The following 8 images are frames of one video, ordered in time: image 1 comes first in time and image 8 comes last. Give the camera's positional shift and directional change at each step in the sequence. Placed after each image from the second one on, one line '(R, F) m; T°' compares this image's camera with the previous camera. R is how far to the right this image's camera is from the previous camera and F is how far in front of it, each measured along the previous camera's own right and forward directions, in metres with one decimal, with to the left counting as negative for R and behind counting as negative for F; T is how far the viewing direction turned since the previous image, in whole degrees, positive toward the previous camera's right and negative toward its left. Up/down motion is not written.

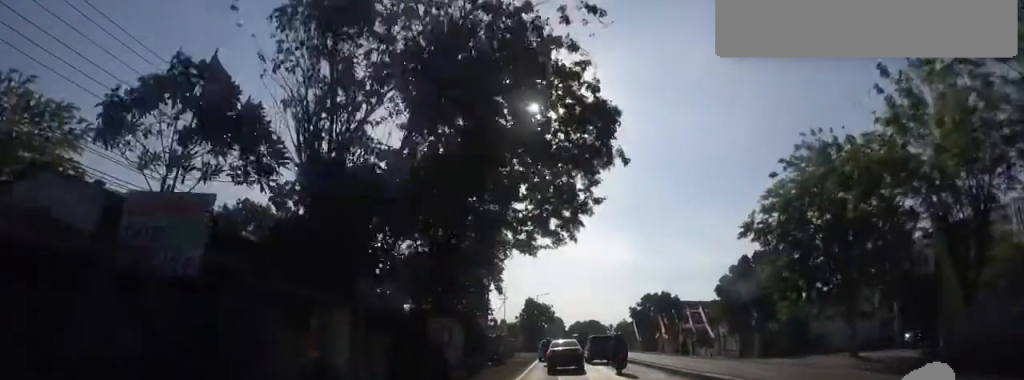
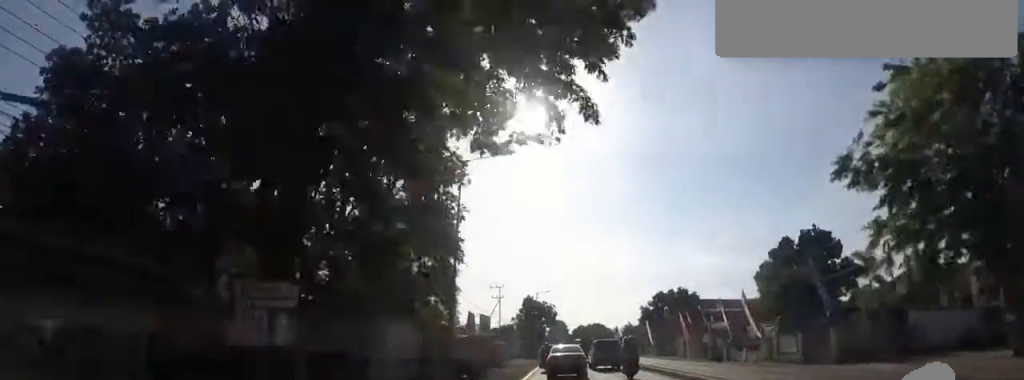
(-0.2, +9.0) m; -2°
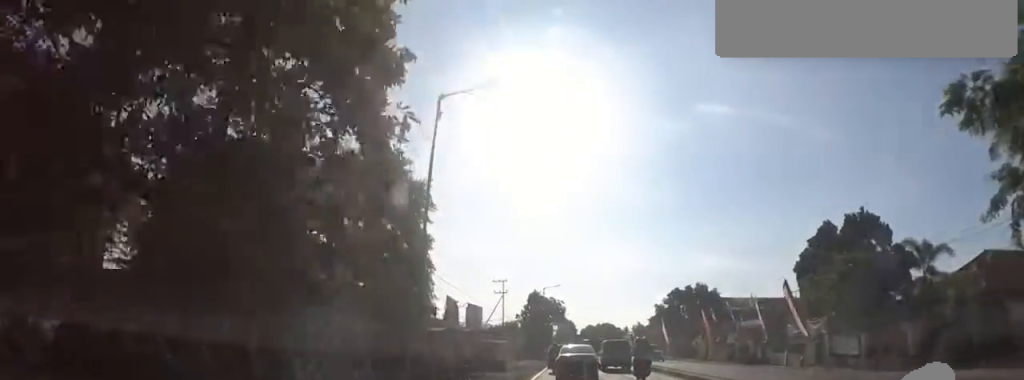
(0.0, +5.3) m; -1°
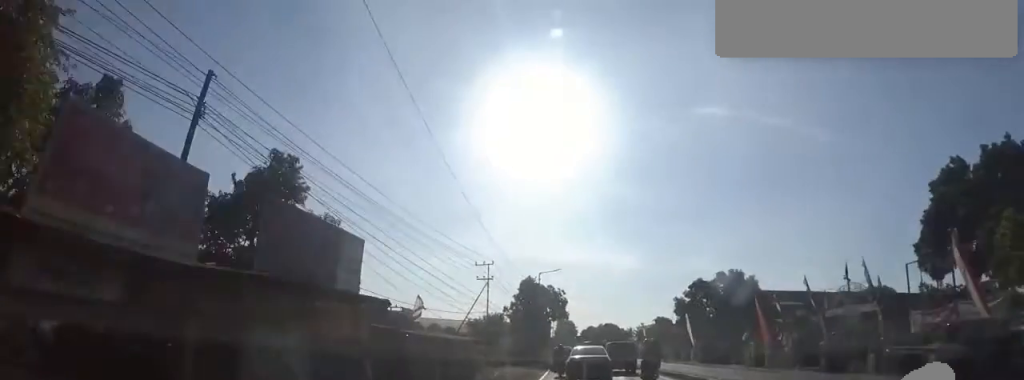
(-0.3, +13.1) m; -2°
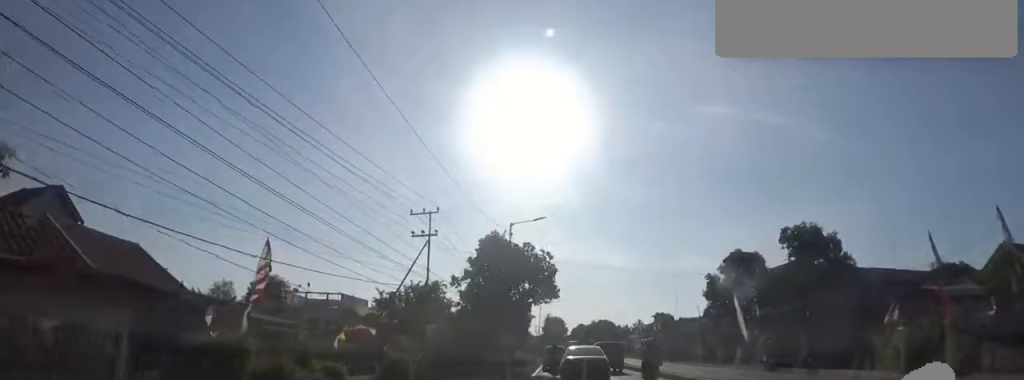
(+0.2, +19.0) m; +2°
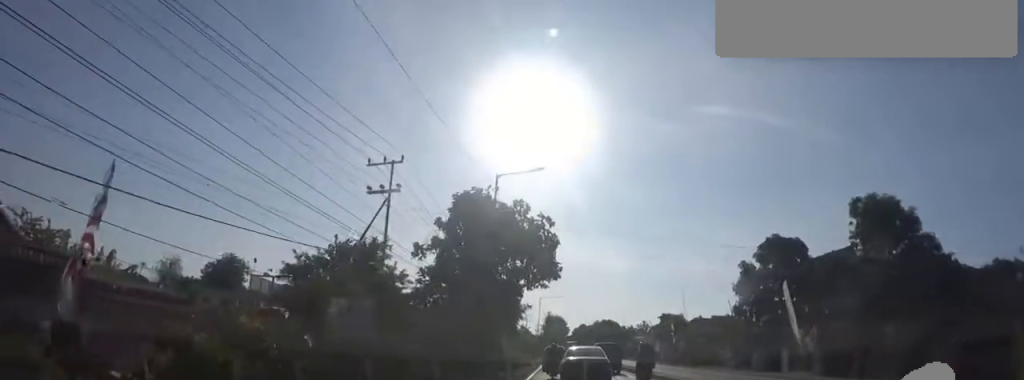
(0.0, +8.2) m; 0°
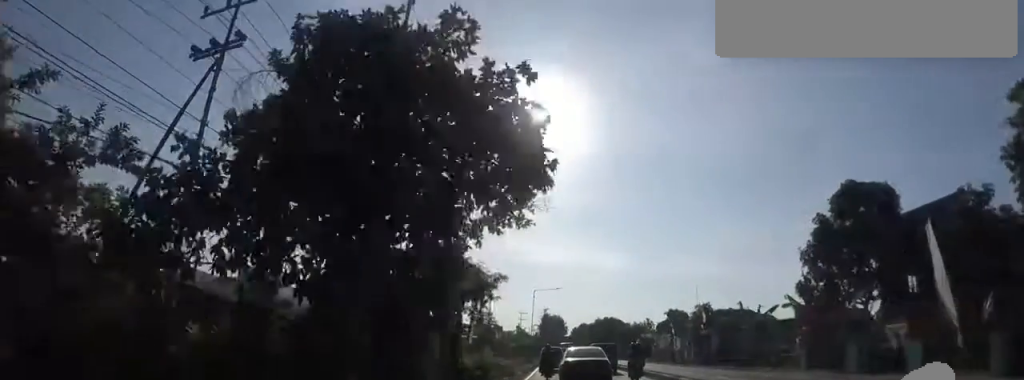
(0.0, +12.5) m; 0°
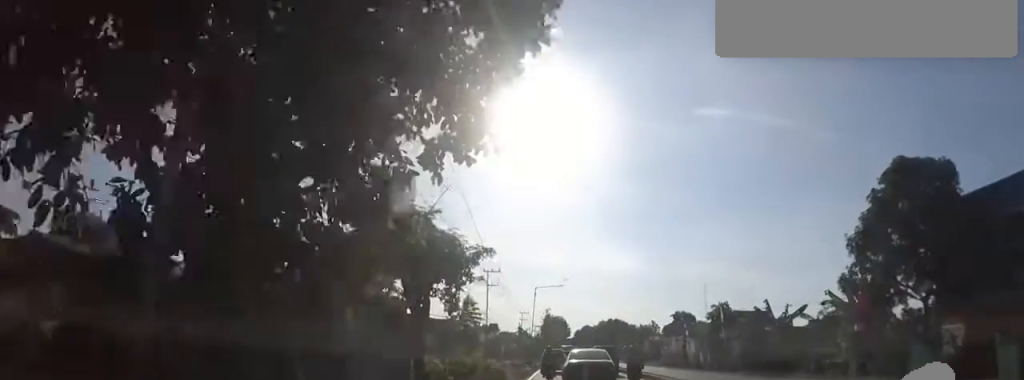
(0.0, +4.8) m; 0°
